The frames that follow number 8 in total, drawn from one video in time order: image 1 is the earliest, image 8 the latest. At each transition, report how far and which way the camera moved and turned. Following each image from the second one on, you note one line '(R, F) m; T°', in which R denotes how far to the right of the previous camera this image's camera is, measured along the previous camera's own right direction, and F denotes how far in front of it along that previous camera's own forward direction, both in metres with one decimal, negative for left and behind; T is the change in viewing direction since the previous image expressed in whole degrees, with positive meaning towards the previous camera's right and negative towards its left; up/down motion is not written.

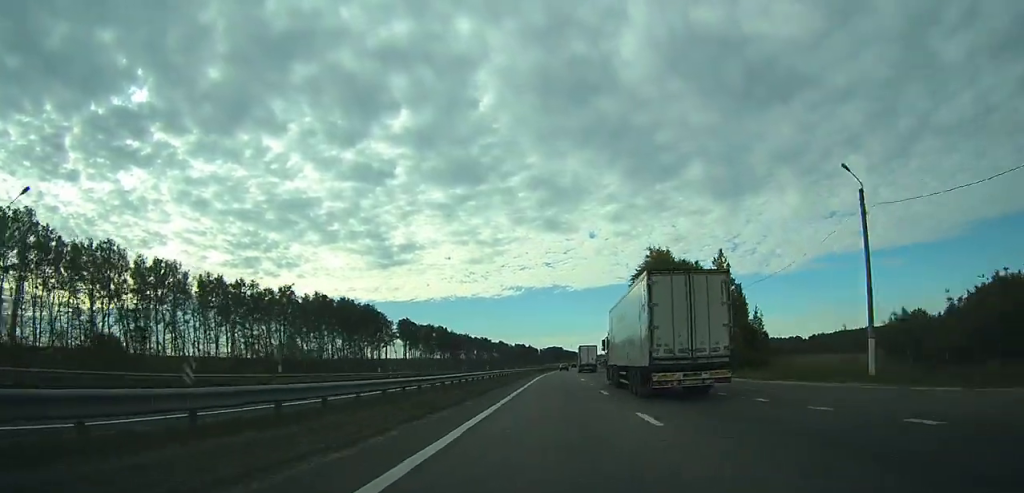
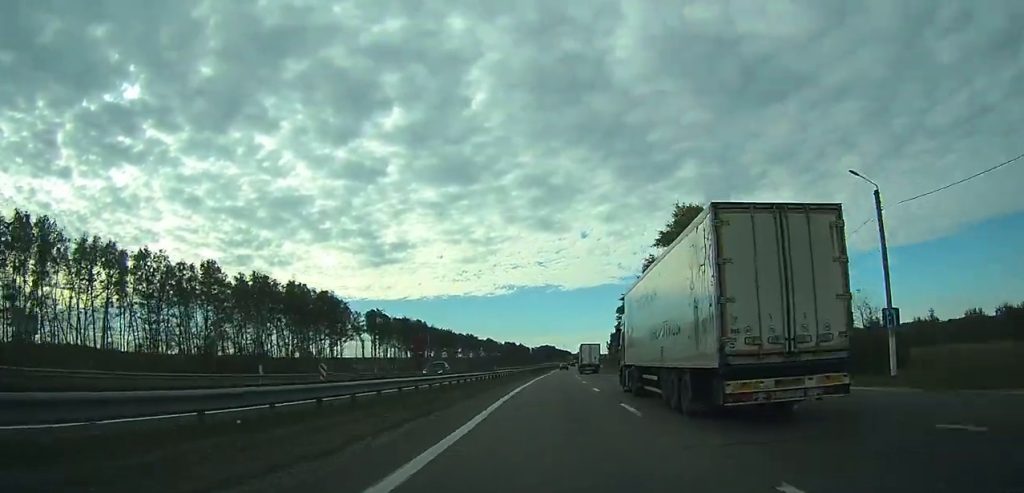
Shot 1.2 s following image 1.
(+0.3, +32.5) m; +1°
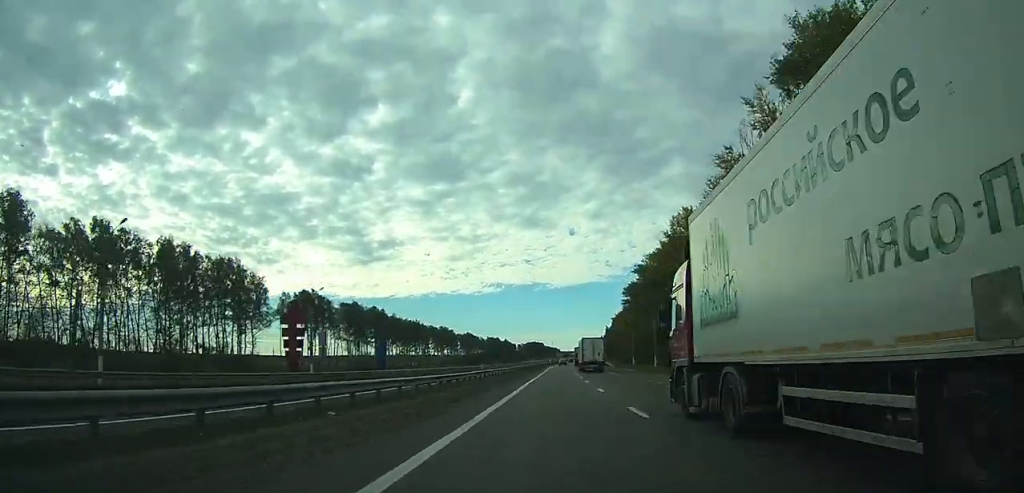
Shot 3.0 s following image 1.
(+0.4, +49.3) m; +1°
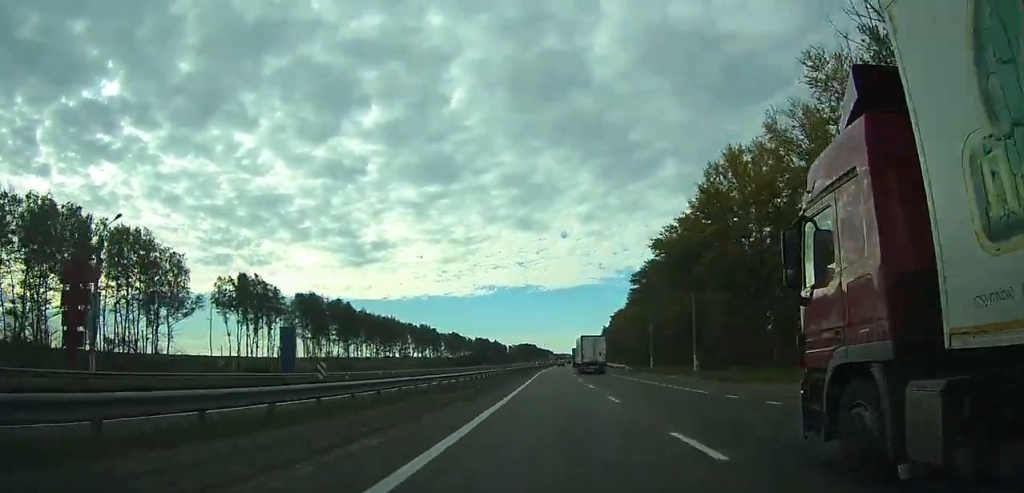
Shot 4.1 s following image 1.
(0.0, +29.4) m; +1°
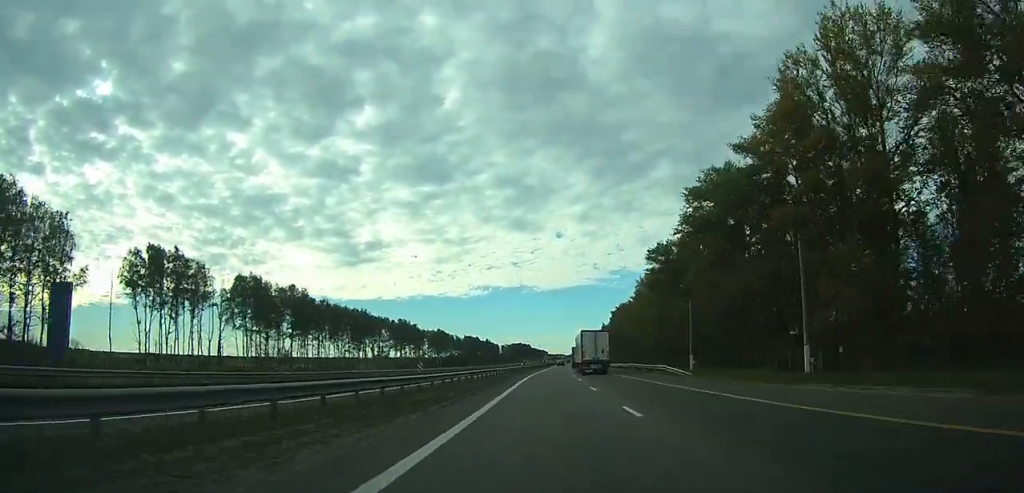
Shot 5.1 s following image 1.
(+0.4, +29.8) m; +1°
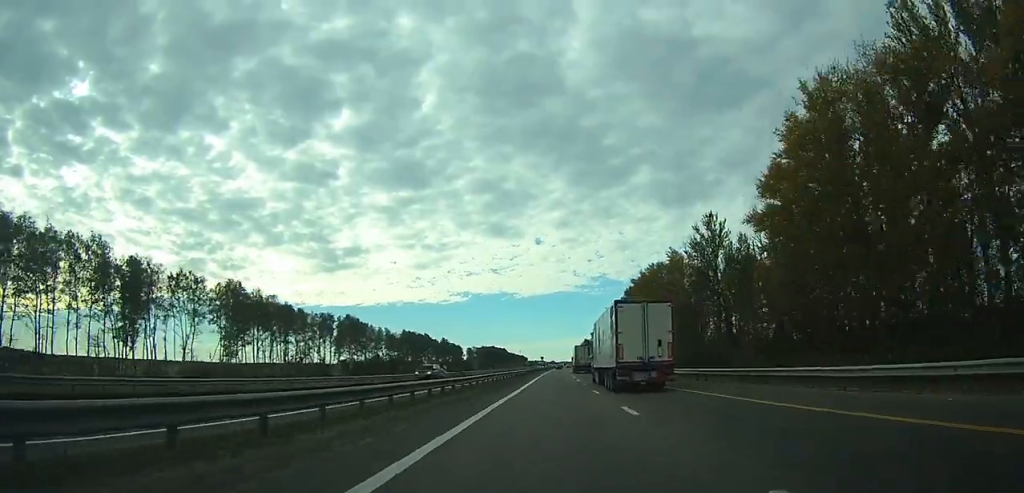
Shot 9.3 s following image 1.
(+2.5, +118.5) m; +2°
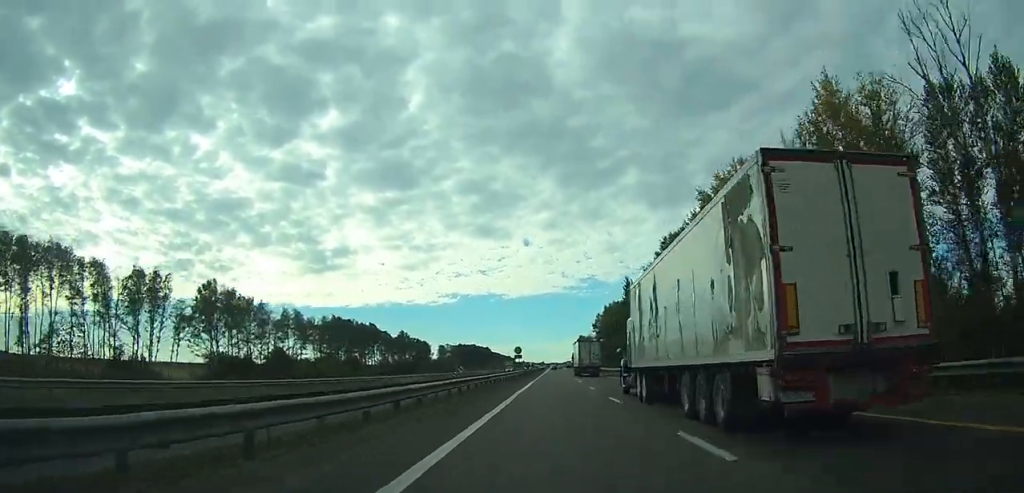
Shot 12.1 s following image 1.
(+0.4, +79.5) m; +1°
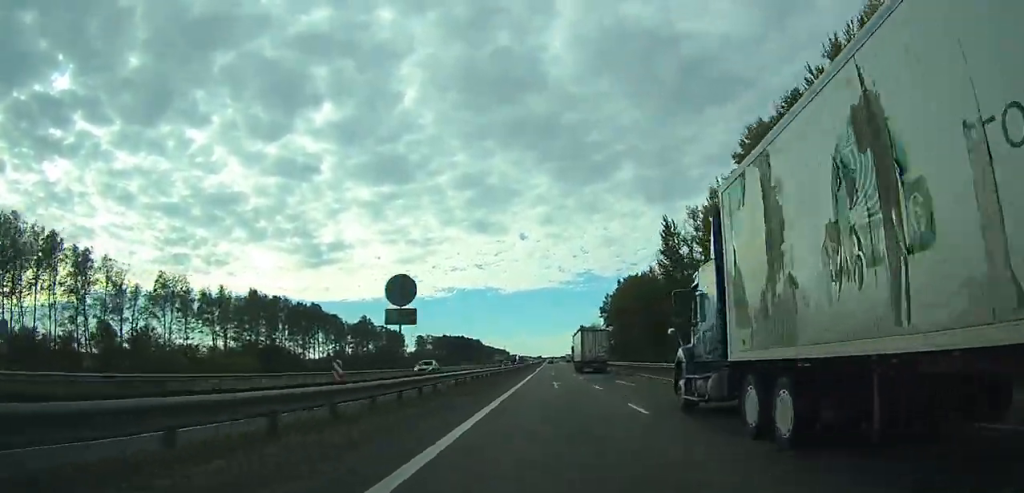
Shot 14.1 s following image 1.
(+0.4, +54.7) m; 0°
